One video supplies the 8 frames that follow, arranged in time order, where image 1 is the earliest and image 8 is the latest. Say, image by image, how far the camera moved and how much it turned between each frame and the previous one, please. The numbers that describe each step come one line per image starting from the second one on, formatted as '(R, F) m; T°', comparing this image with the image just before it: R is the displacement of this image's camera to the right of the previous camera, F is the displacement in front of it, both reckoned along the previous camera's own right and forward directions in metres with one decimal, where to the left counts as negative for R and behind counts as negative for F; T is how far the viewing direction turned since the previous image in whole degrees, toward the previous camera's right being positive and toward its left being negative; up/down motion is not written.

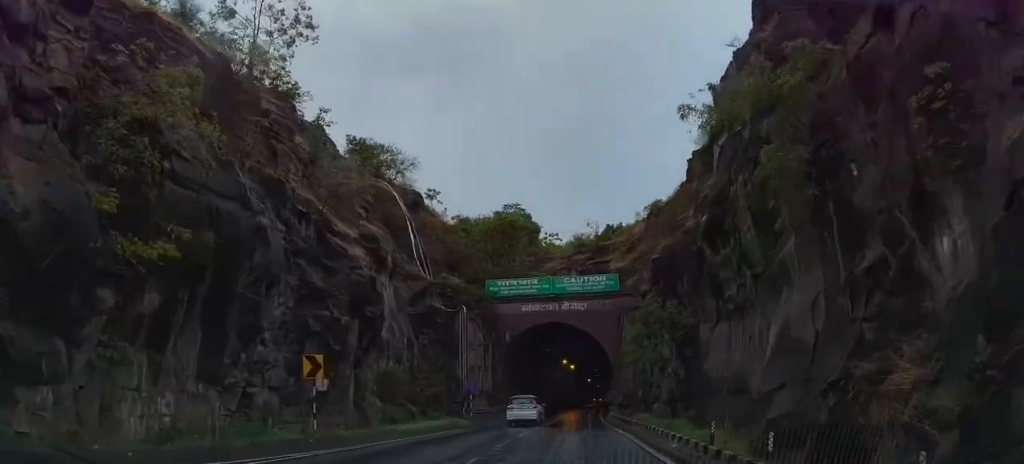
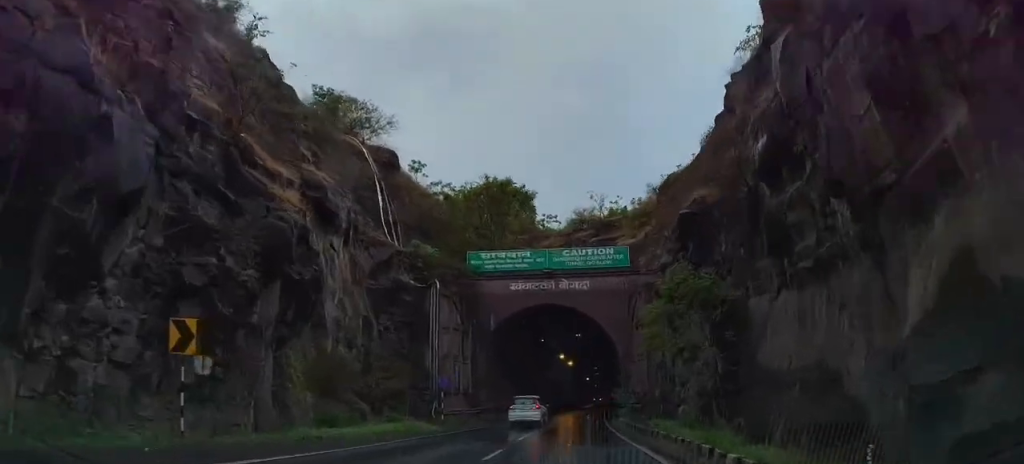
(+0.1, +8.5) m; 0°
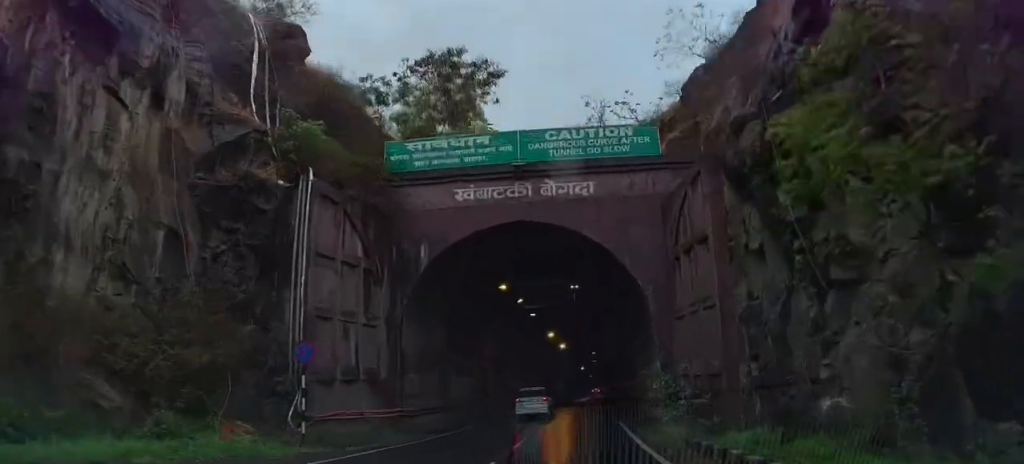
(0.0, +16.4) m; +1°
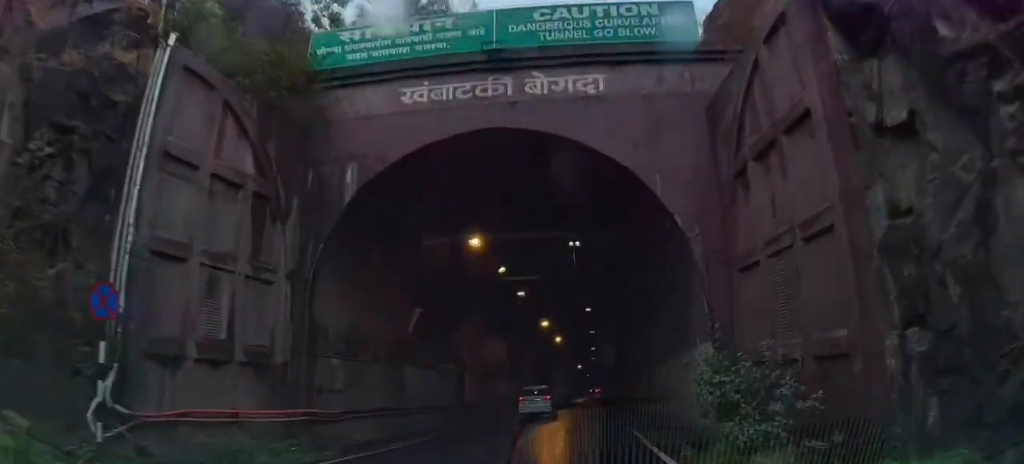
(0.0, +7.5) m; 0°
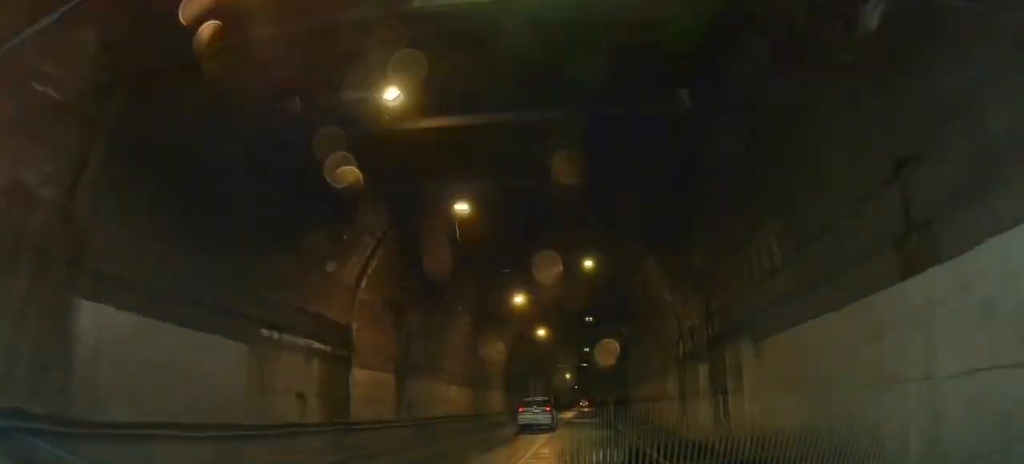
(+0.3, +14.0) m; 0°
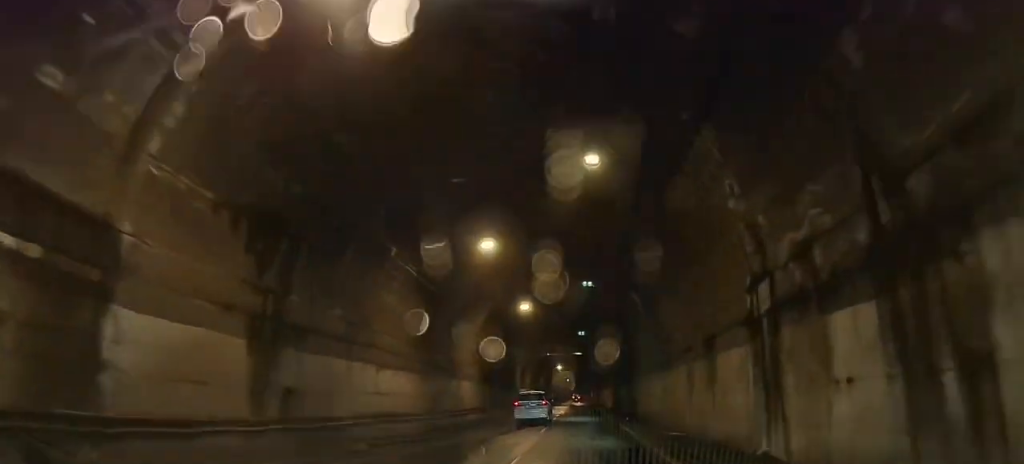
(-0.2, +8.1) m; -1°
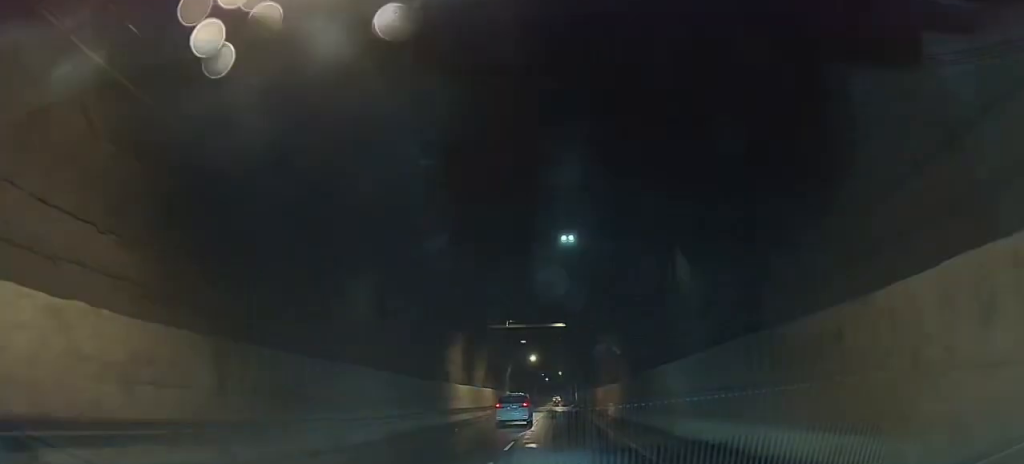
(-0.1, +23.8) m; 0°
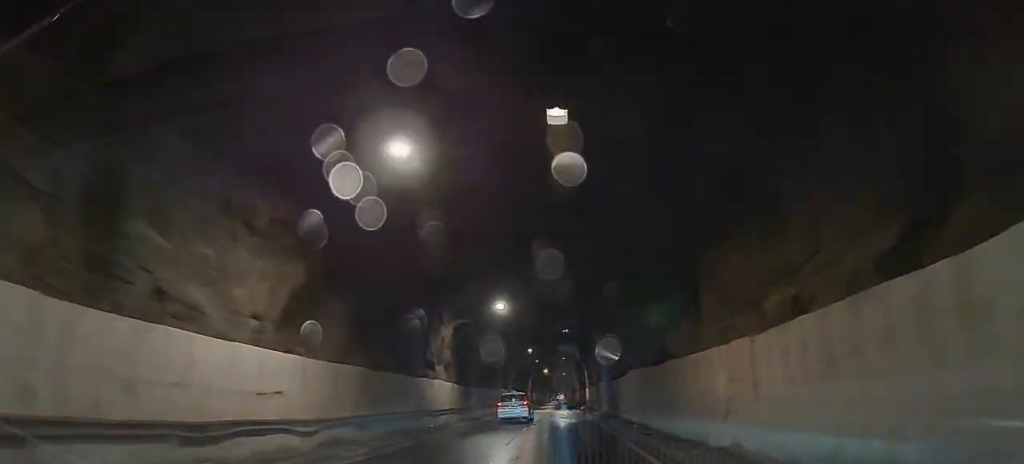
(0.0, +32.1) m; +1°
